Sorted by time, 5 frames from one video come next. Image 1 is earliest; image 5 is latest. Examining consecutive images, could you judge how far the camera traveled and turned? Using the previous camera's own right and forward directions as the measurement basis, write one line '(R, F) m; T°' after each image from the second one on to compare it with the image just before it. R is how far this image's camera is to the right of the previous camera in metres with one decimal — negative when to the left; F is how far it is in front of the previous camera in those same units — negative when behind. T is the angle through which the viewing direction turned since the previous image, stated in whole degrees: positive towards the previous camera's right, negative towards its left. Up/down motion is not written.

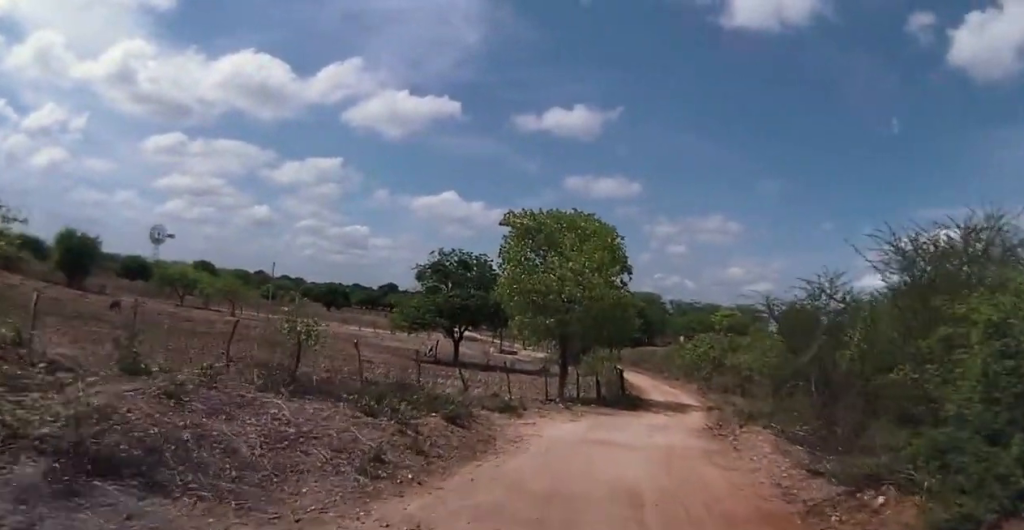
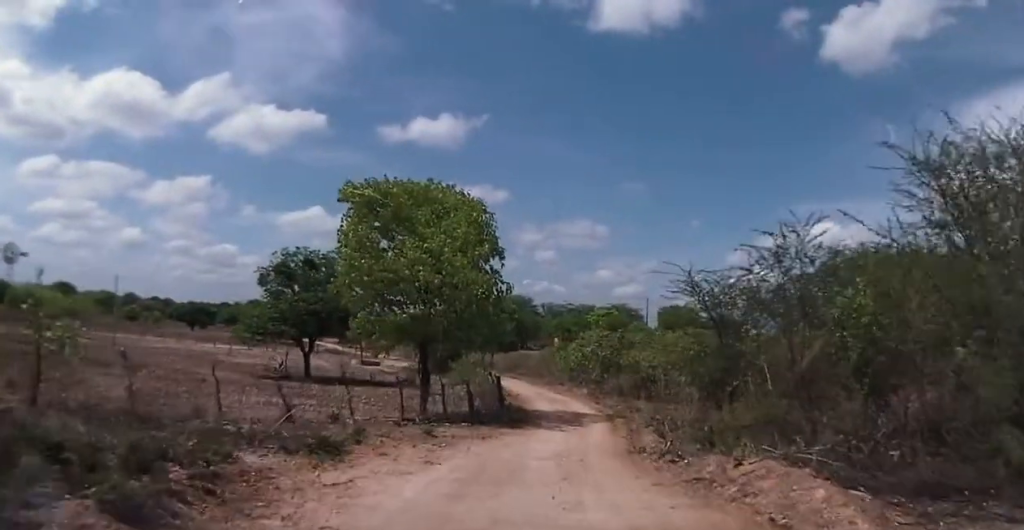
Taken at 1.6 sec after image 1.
(-0.1, +3.8) m; +15°
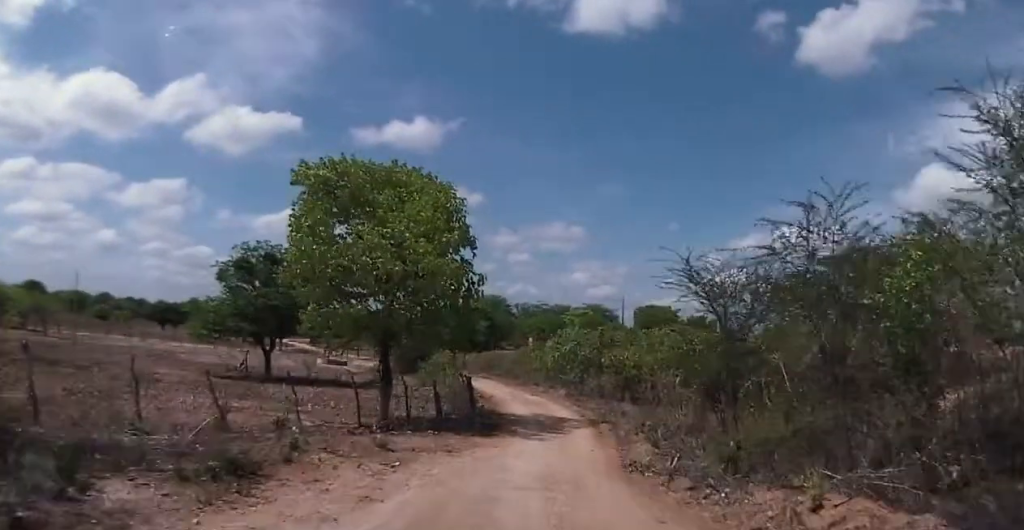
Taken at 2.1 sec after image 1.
(+0.4, +1.6) m; +9°
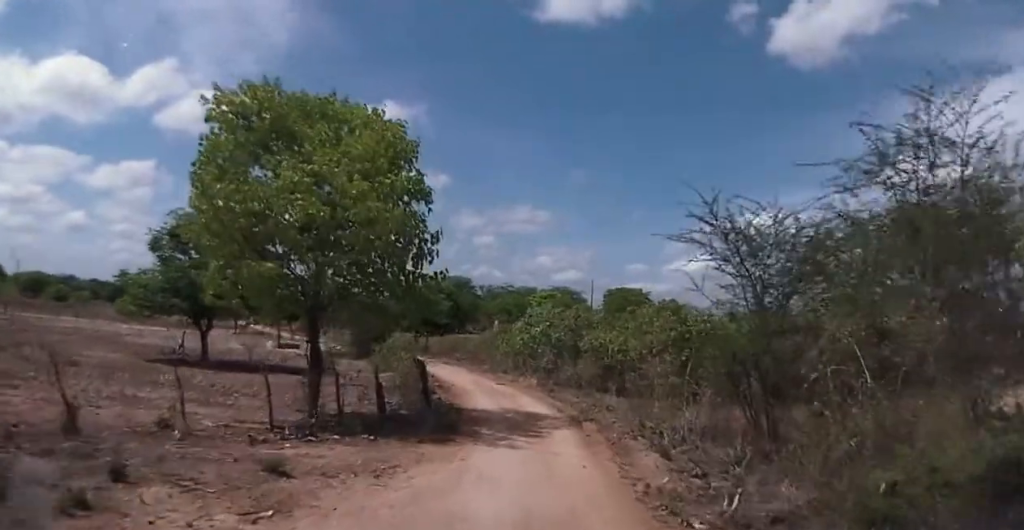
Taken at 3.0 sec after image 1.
(+0.4, +3.5) m; +7°
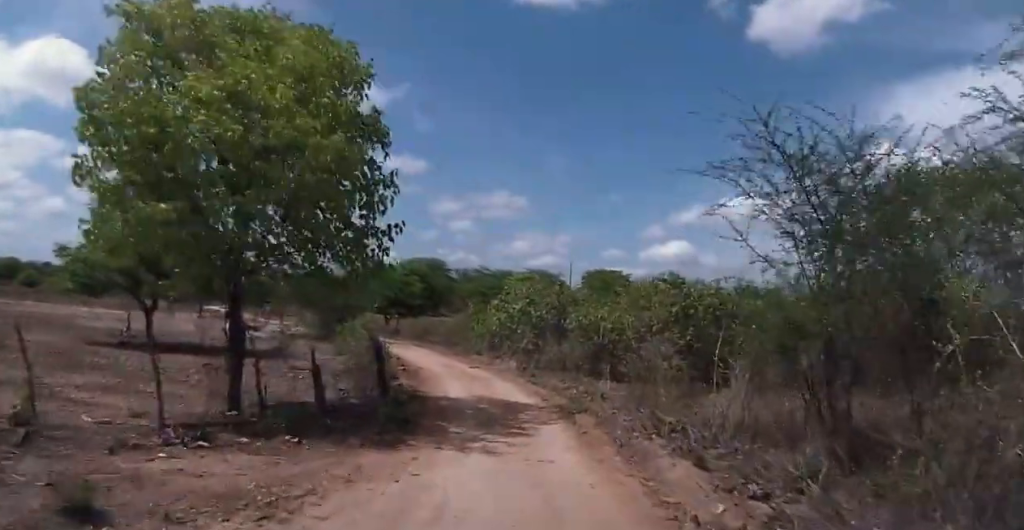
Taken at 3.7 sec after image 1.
(0.0, +3.2) m; 0°
